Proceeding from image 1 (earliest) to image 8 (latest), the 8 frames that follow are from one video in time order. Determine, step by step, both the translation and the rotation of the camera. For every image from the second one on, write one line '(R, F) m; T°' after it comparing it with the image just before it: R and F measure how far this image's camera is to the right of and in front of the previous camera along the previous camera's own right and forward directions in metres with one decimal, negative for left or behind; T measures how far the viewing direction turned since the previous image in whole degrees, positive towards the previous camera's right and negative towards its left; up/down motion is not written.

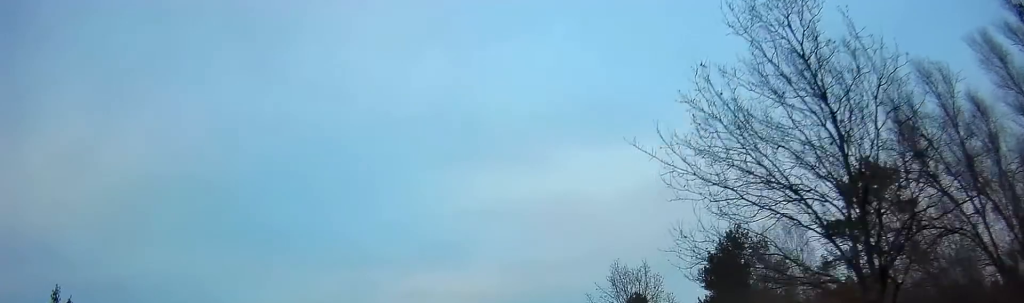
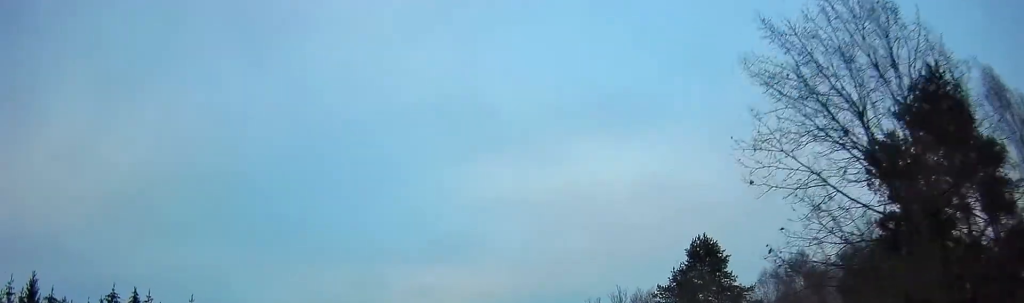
(-1.0, +24.6) m; -3°
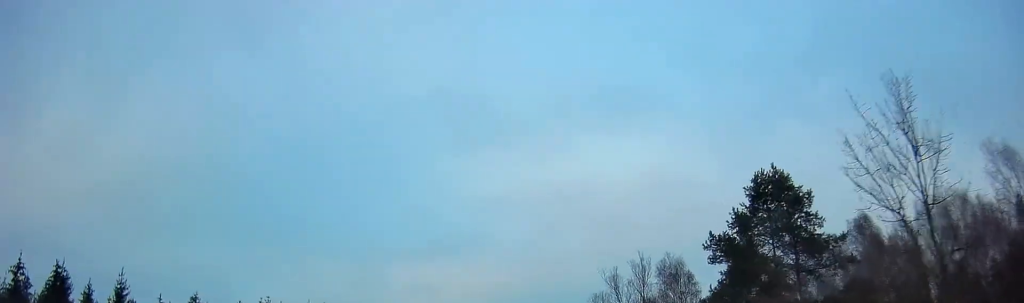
(0.0, +15.6) m; -1°
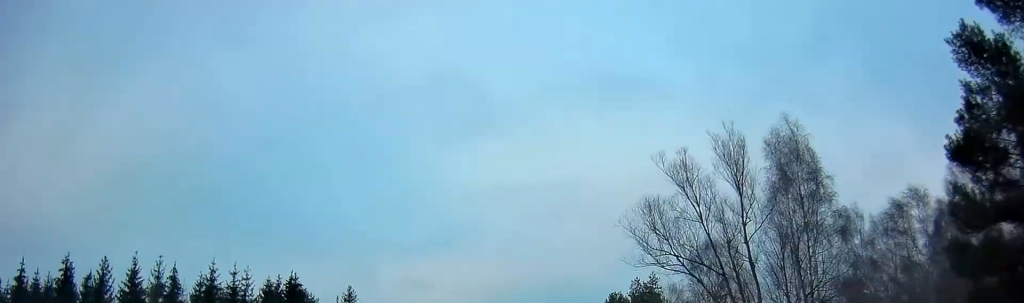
(-0.6, +28.3) m; -1°
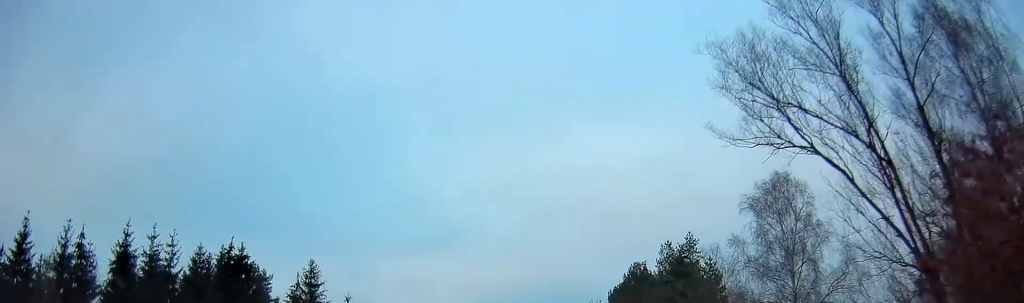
(+0.1, +16.0) m; 0°
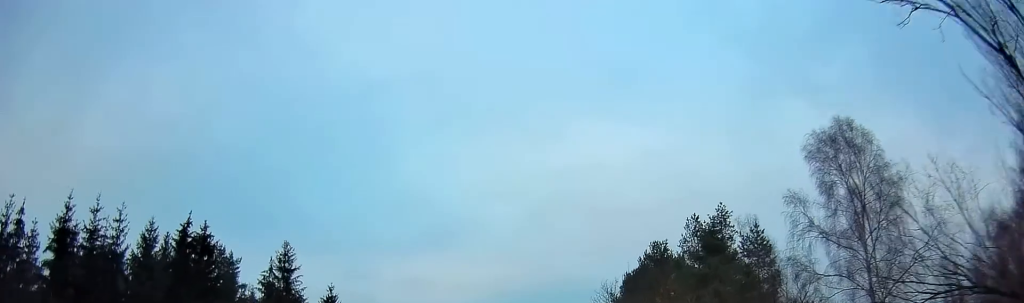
(0.0, +8.8) m; 0°
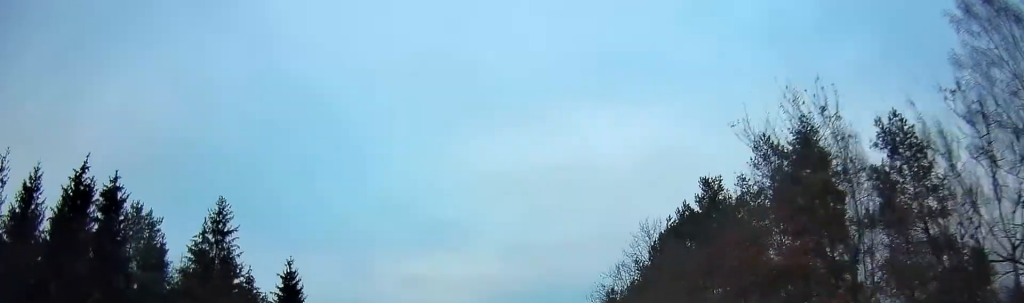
(0.0, +15.4) m; 0°
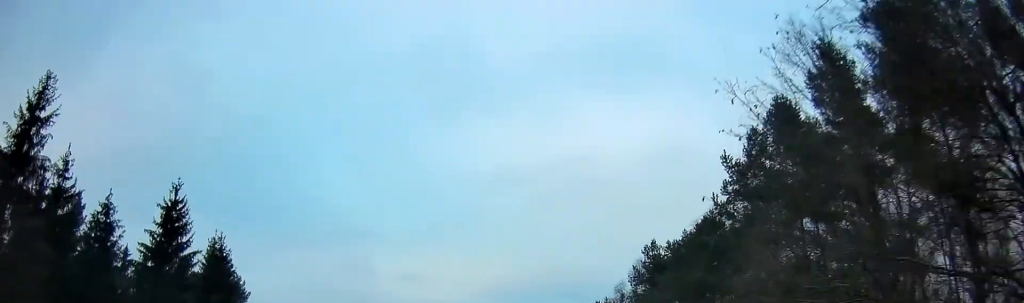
(-0.1, +25.3) m; 0°
